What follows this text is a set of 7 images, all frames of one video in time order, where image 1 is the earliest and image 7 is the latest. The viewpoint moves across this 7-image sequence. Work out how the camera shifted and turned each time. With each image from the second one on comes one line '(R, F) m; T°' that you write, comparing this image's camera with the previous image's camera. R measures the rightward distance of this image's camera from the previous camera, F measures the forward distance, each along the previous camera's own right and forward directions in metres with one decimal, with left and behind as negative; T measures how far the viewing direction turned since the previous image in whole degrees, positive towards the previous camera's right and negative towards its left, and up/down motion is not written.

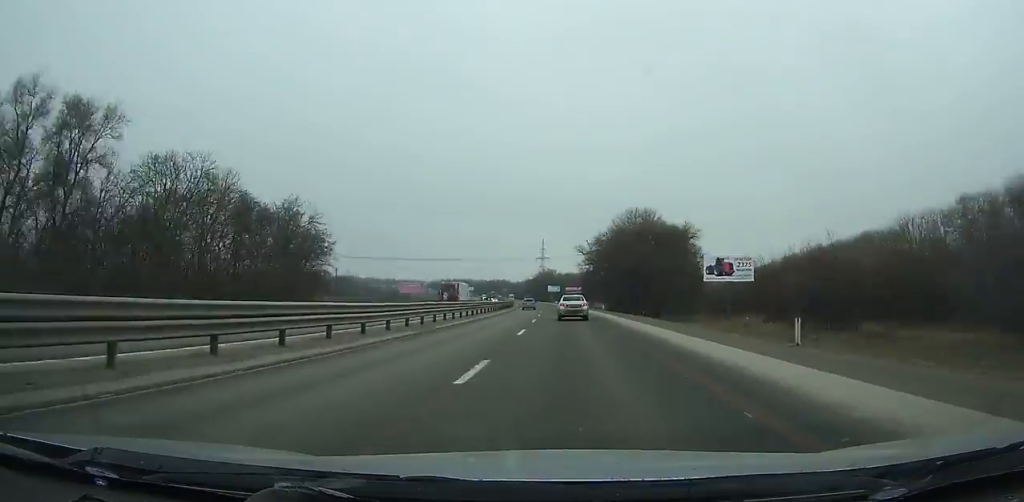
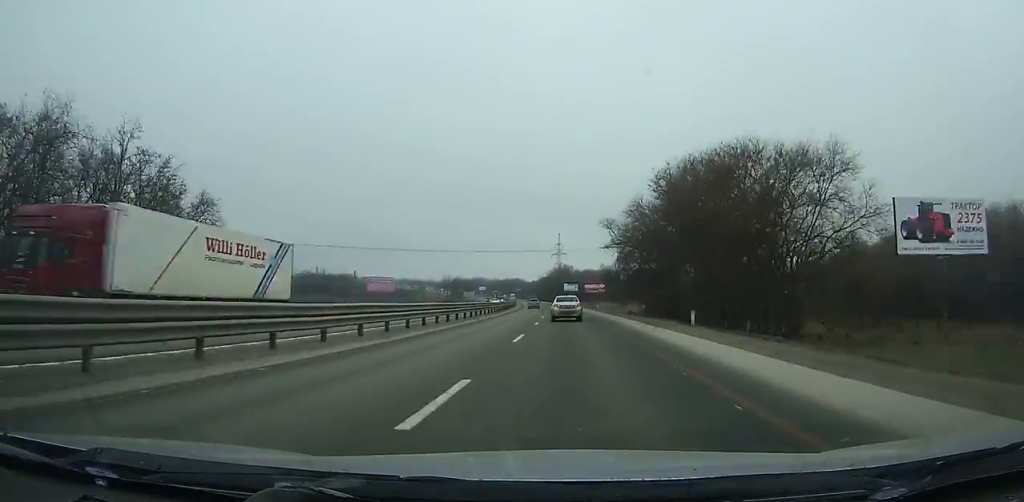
(-0.8, +39.5) m; -1°
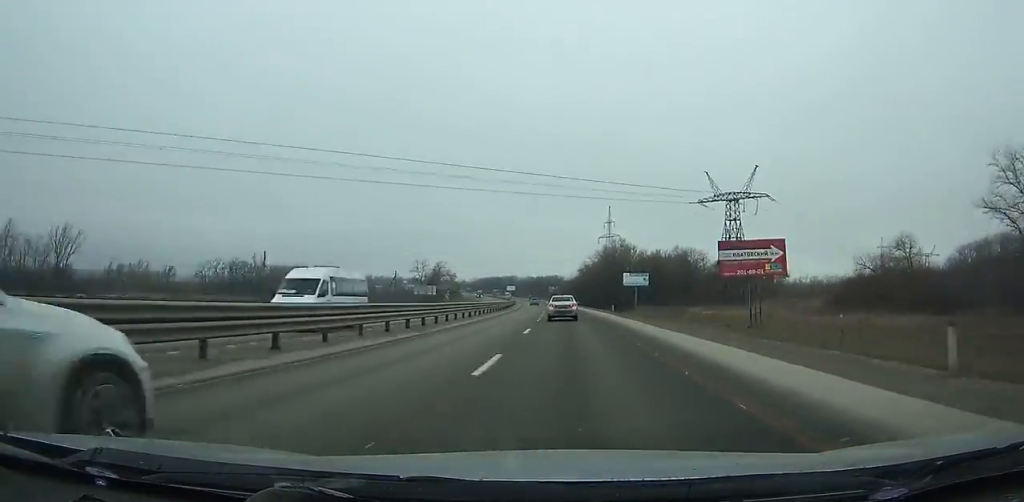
(-3.8, +116.2) m; -4°
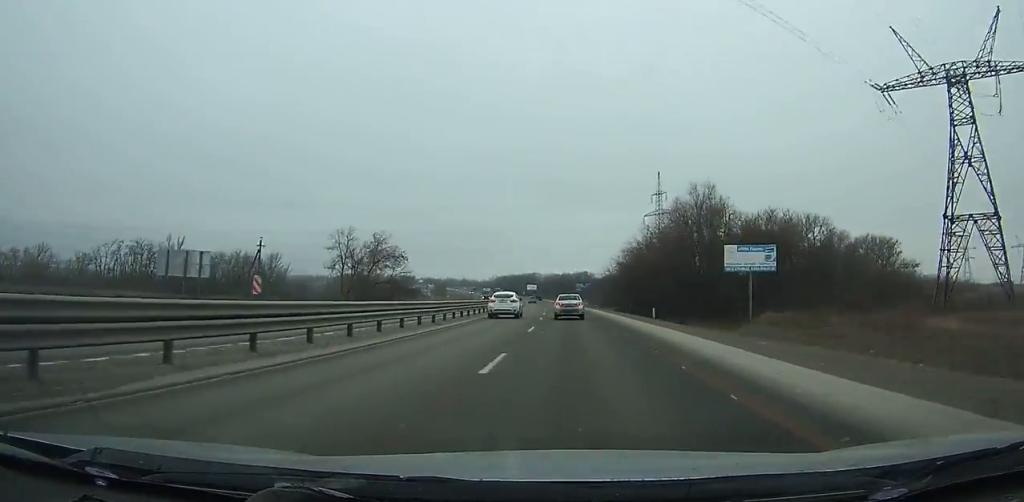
(-1.8, +71.9) m; -3°
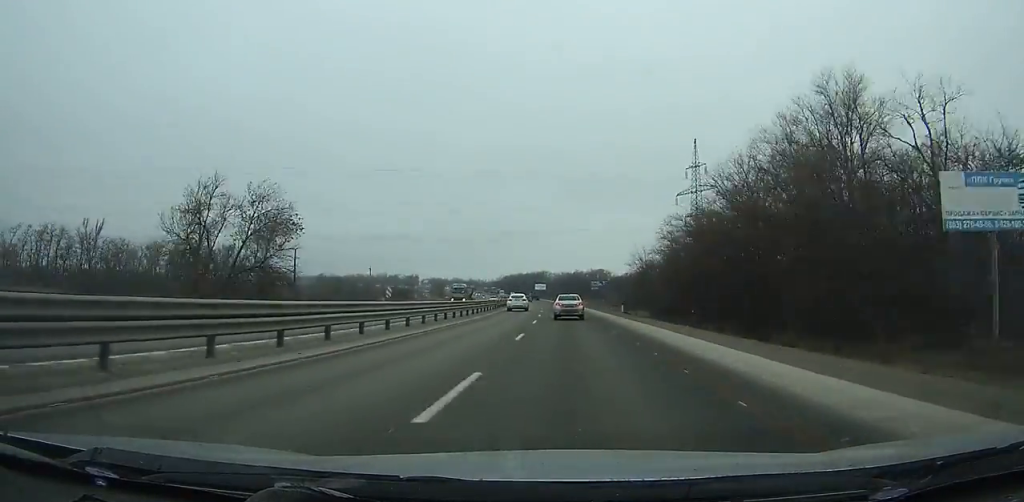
(-1.3, +39.9) m; -2°
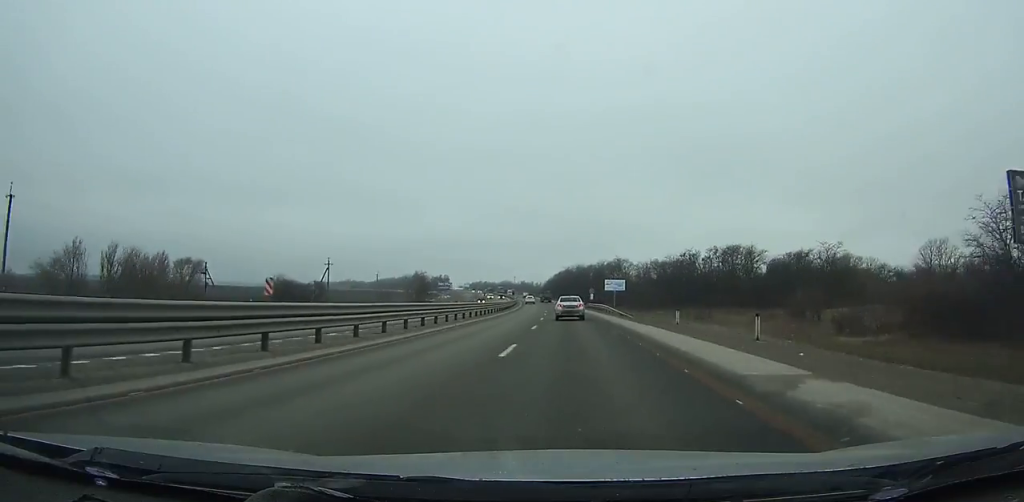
(-8.6, +161.5) m; -6°
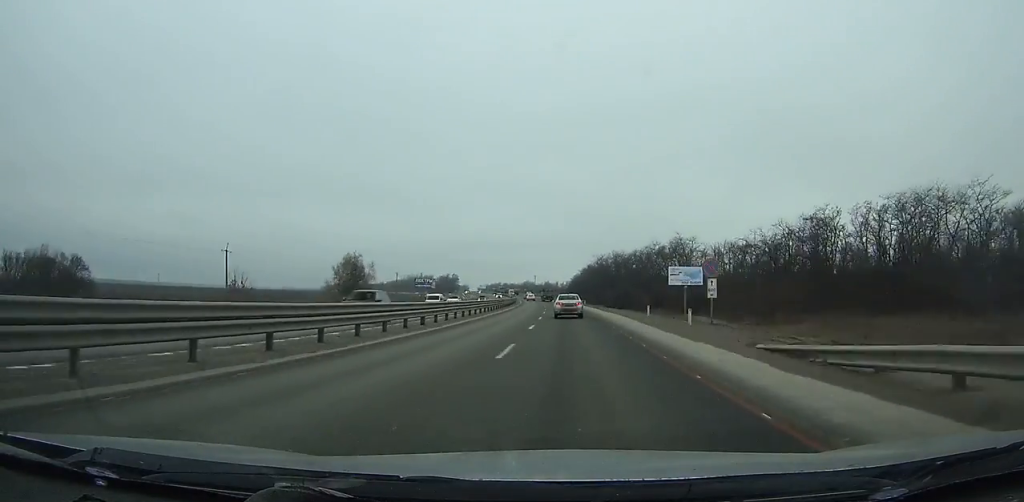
(-1.7, +73.7) m; -3°
